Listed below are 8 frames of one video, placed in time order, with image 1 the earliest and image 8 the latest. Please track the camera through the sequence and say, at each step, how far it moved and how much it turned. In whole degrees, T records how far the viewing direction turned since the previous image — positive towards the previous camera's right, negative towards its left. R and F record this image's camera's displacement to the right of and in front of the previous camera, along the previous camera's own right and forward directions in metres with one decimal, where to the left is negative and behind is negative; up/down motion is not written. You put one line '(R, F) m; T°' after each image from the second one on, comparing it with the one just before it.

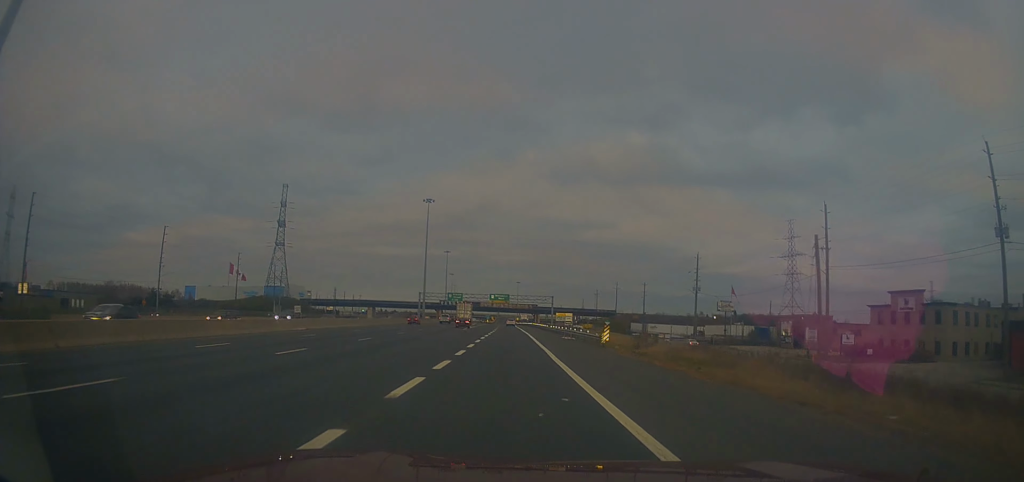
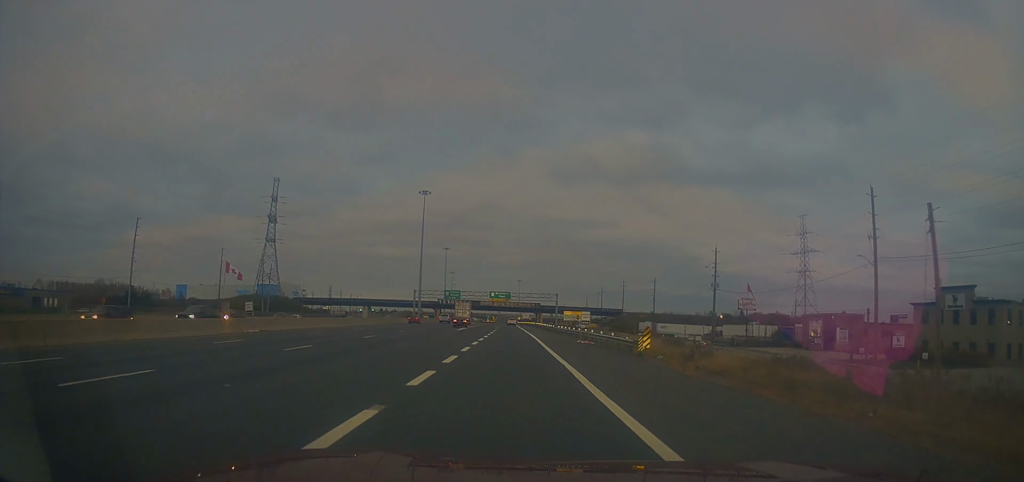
(0.0, +10.3) m; -1°
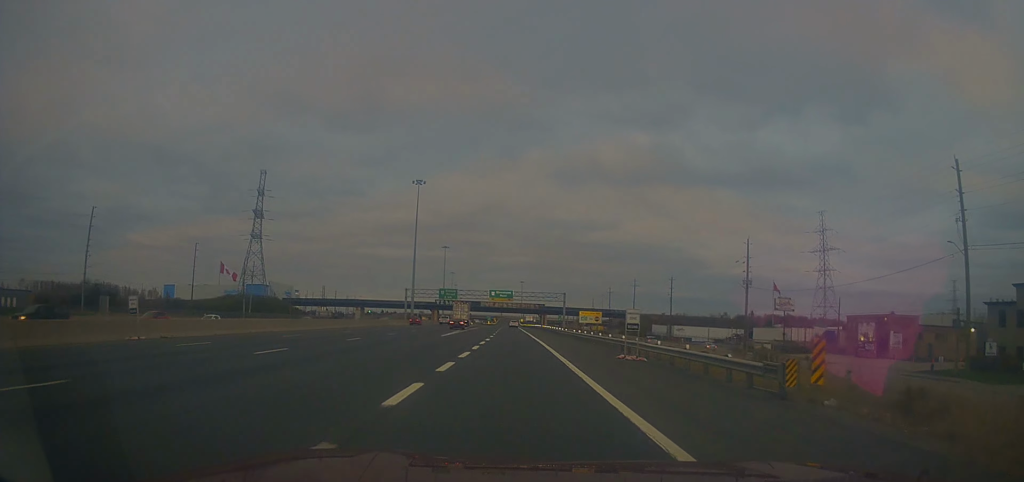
(+0.3, +14.6) m; -1°
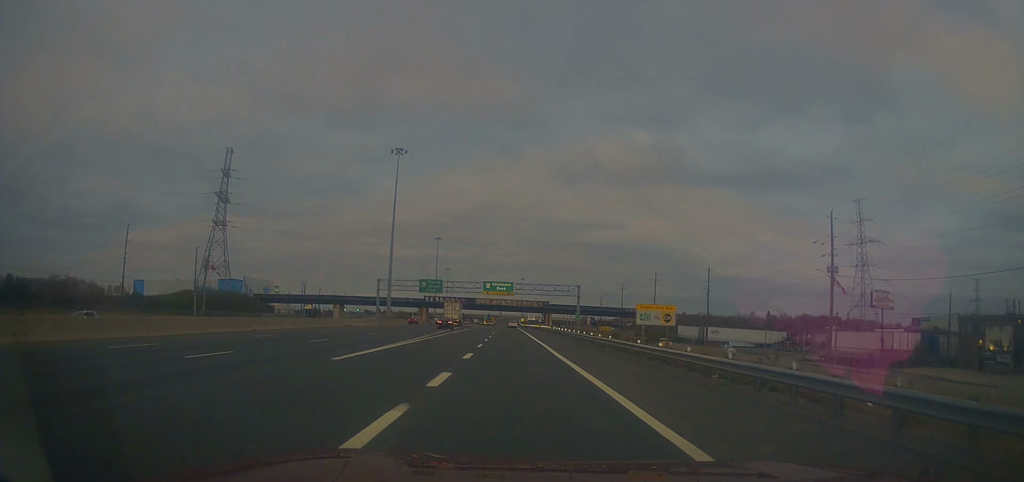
(-1.1, +27.3) m; 0°
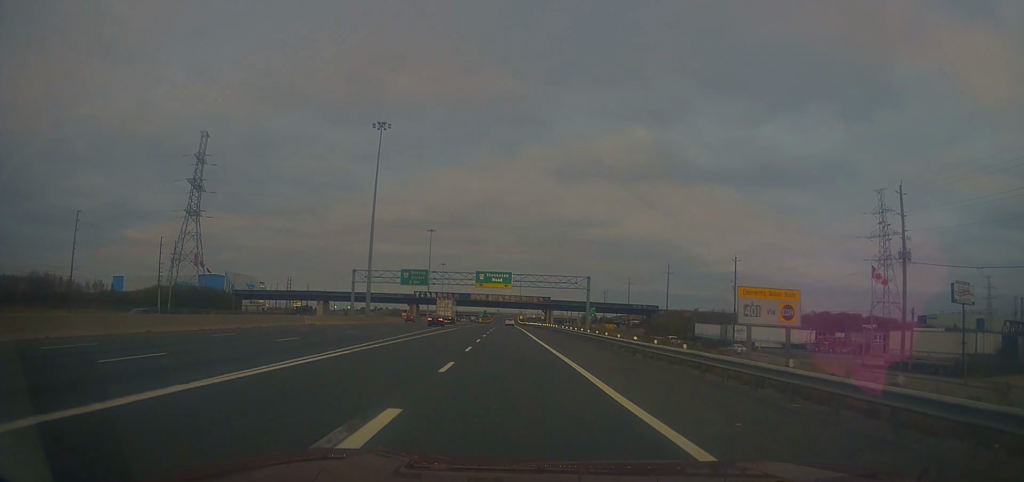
(+0.6, +15.2) m; +2°
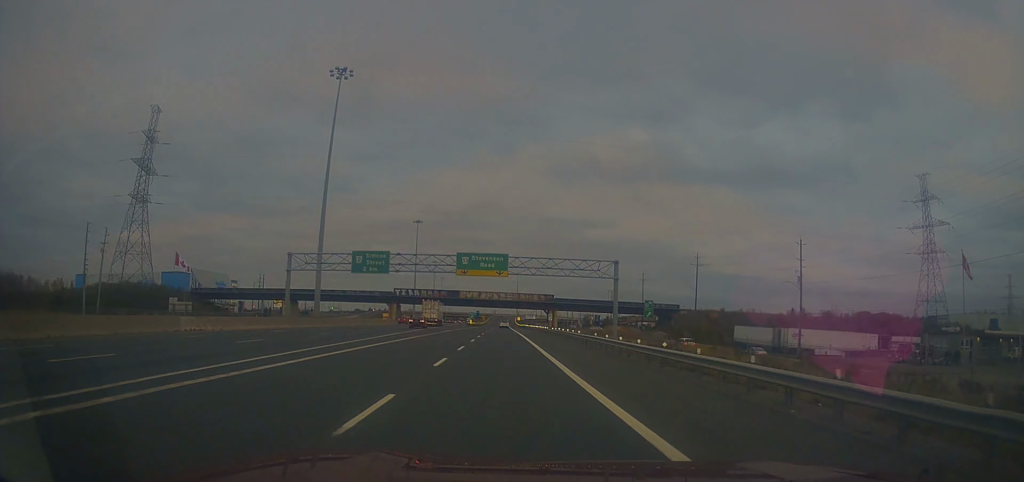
(+0.6, +25.2) m; 0°
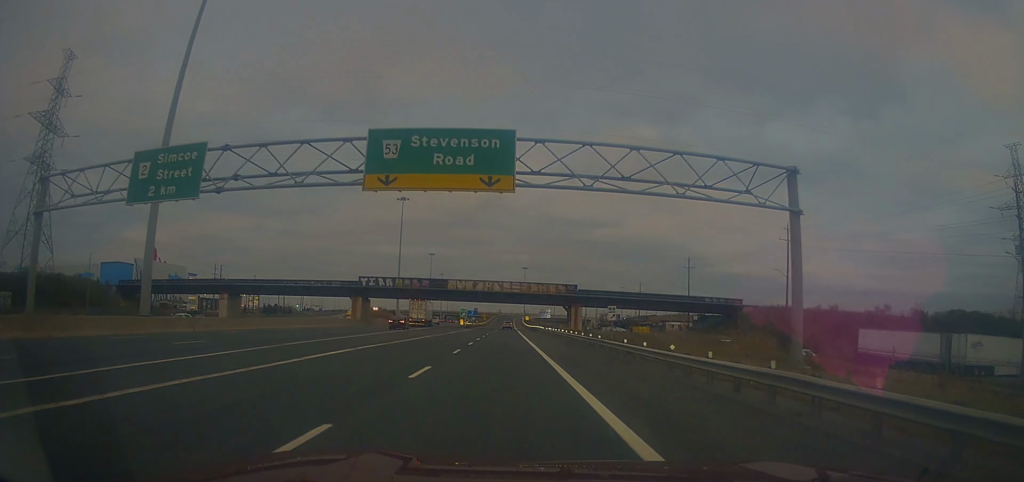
(-0.8, +39.3) m; -1°
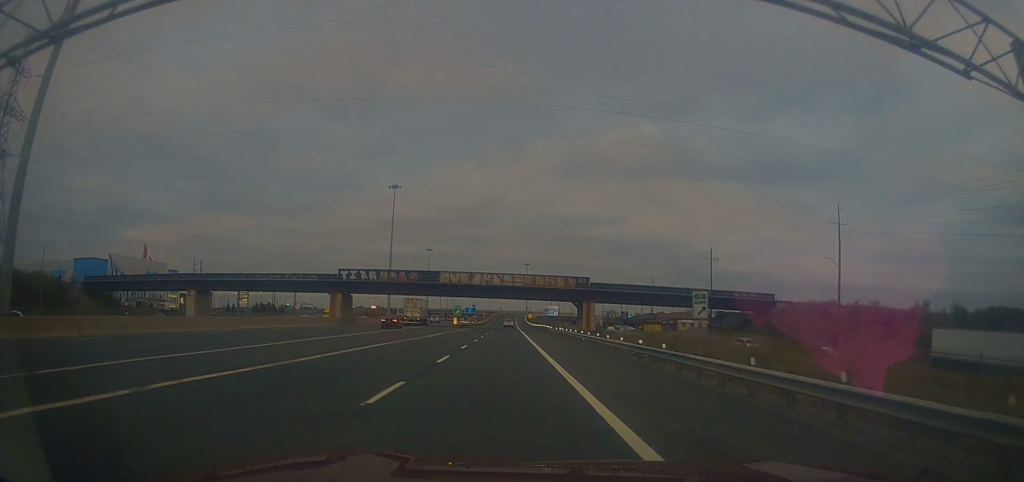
(+0.2, +14.1) m; +1°
